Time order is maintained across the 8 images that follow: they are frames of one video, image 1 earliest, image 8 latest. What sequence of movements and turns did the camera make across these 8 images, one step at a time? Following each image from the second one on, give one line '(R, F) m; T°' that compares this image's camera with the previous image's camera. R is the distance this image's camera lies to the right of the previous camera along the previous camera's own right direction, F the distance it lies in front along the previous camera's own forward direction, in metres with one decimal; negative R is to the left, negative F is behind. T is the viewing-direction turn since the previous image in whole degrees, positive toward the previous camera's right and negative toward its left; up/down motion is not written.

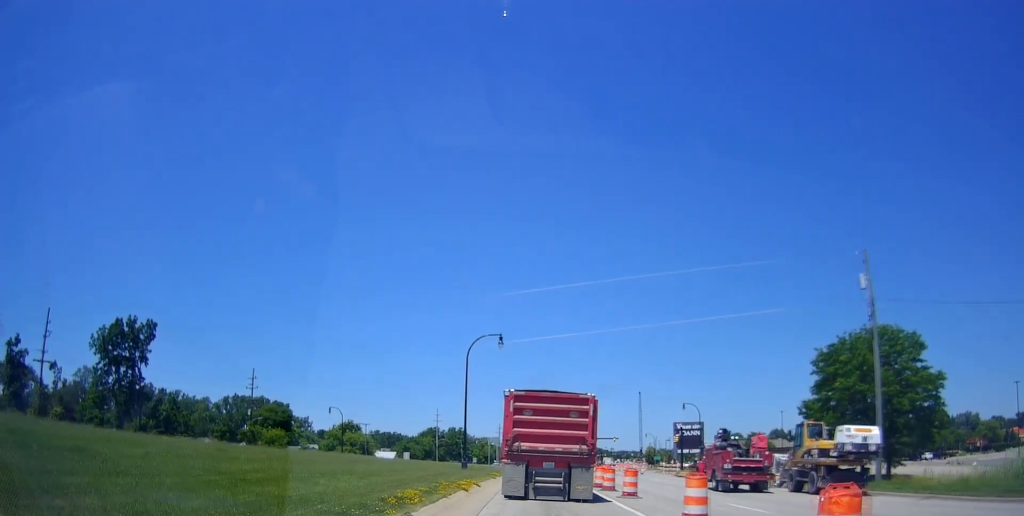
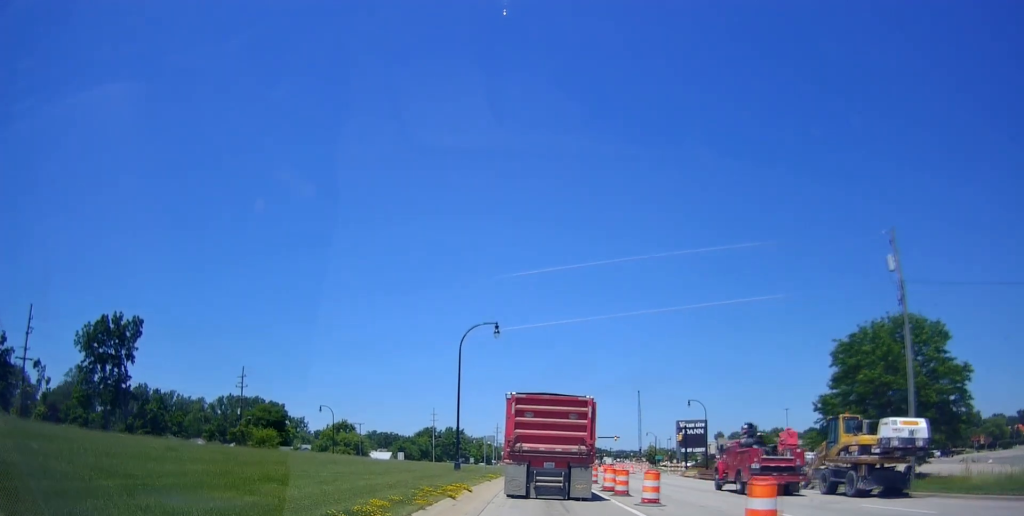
(+0.4, +3.5) m; -4°
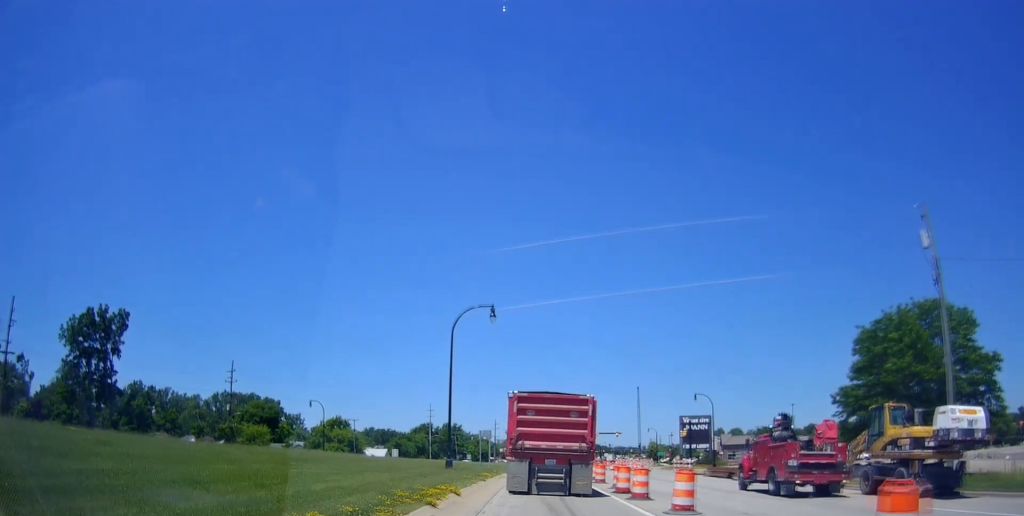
(-0.5, +3.4) m; -3°
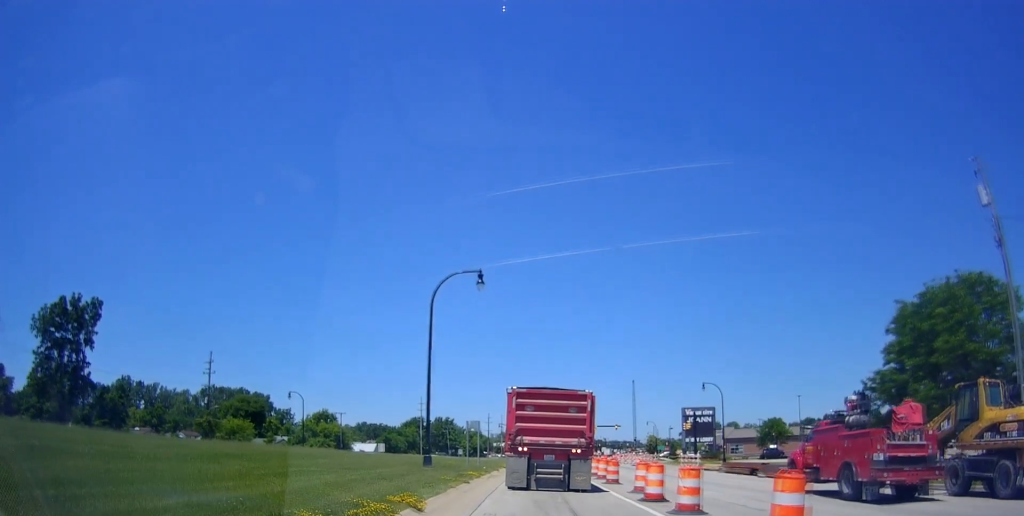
(-0.4, +5.2) m; -1°
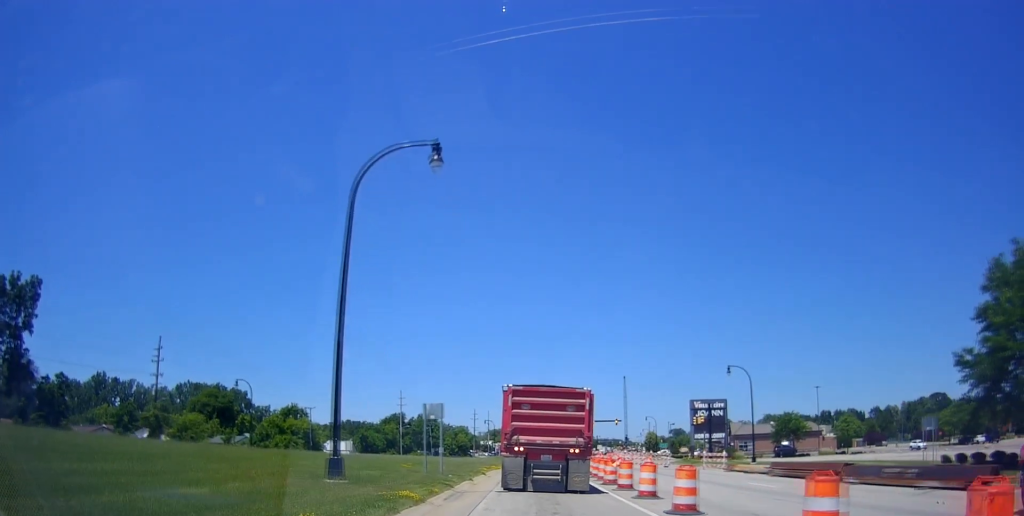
(+1.4, +12.0) m; +6°
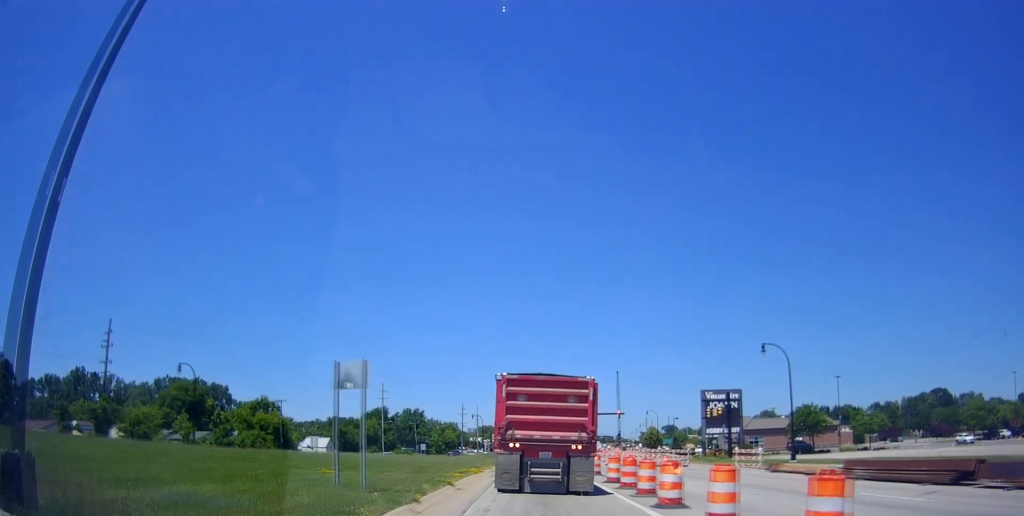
(-0.6, +10.9) m; -1°
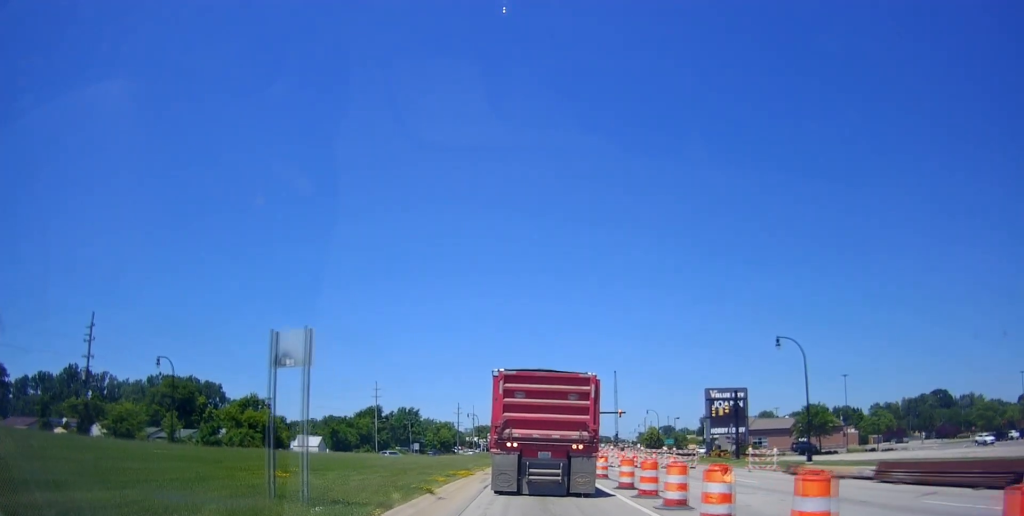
(+0.3, +3.5) m; +2°
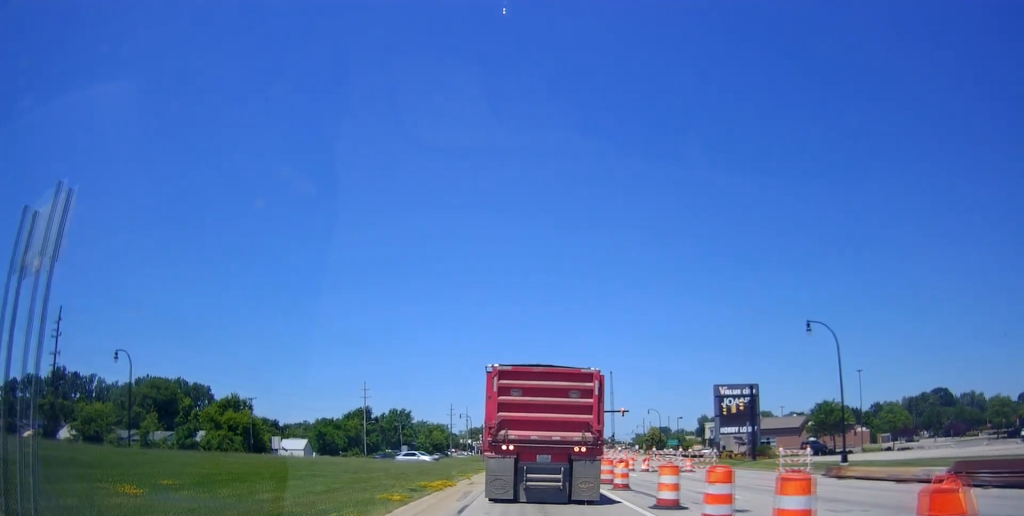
(+0.1, +7.0) m; 0°
